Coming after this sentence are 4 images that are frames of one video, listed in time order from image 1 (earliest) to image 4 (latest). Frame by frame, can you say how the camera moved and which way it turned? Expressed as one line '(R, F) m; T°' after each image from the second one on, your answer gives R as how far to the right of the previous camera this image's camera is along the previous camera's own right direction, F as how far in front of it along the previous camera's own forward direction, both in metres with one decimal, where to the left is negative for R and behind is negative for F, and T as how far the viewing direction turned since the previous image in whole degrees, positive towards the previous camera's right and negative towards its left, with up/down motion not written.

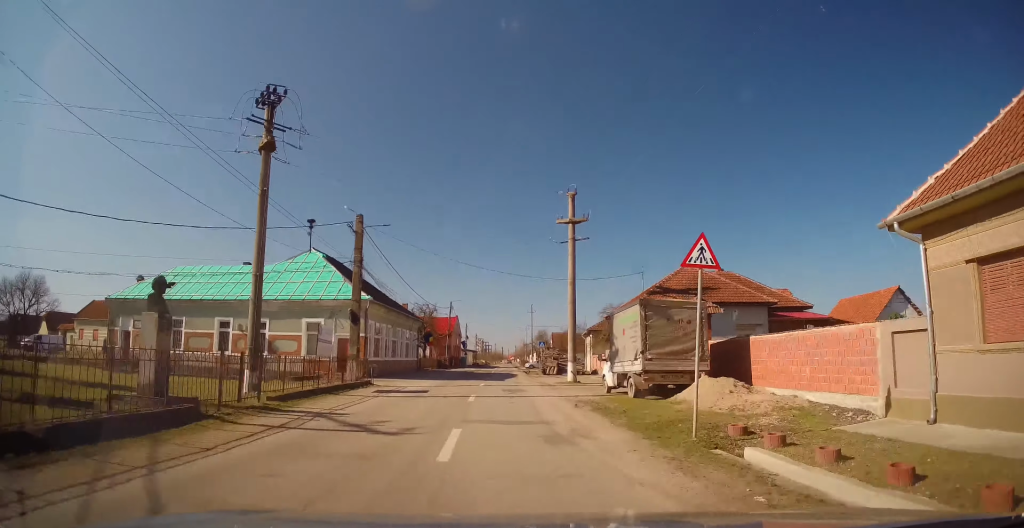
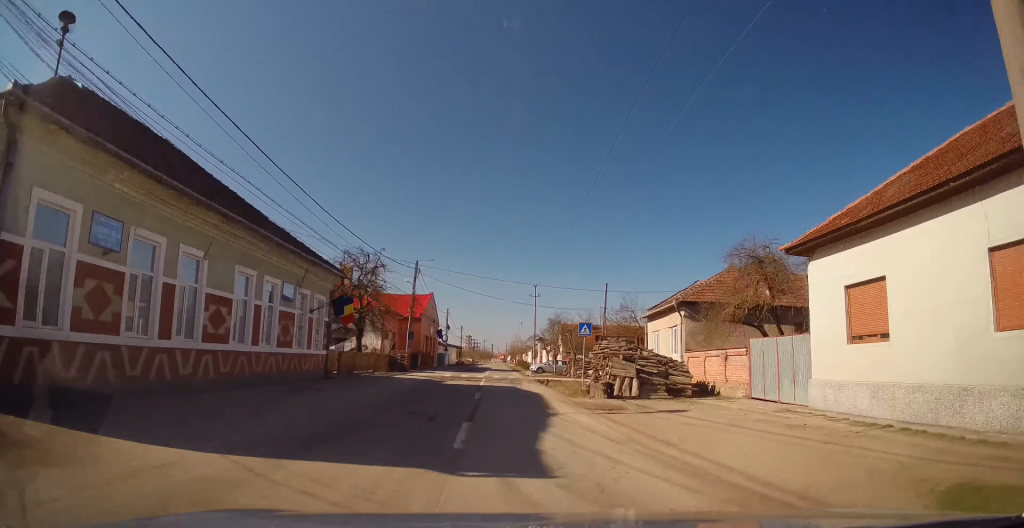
(+0.1, +28.5) m; +5°
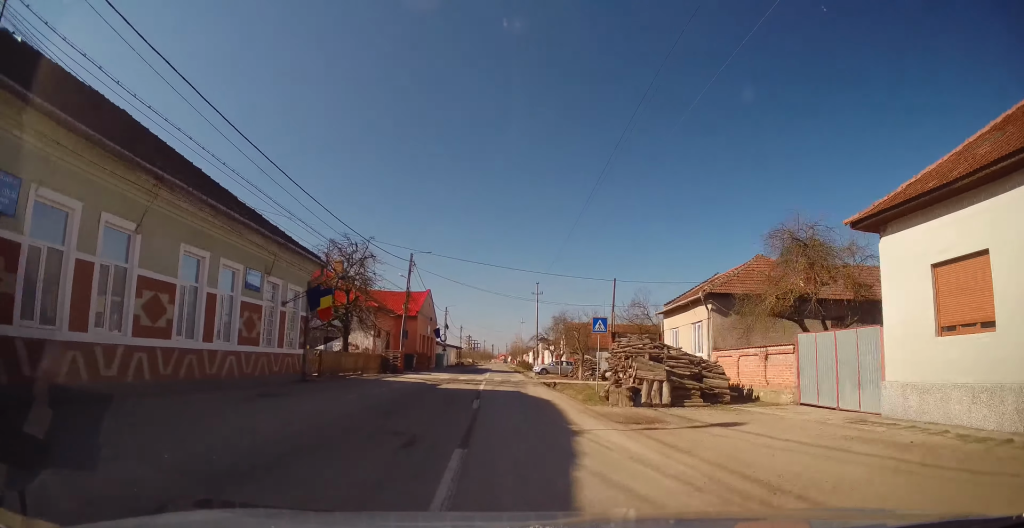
(0.0, +3.3) m; -1°
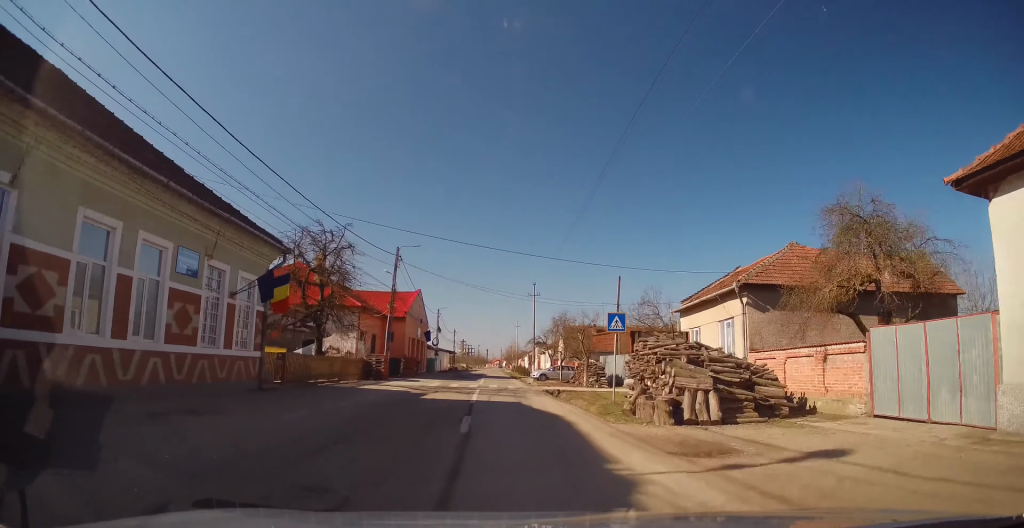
(-0.1, +3.7) m; -1°
